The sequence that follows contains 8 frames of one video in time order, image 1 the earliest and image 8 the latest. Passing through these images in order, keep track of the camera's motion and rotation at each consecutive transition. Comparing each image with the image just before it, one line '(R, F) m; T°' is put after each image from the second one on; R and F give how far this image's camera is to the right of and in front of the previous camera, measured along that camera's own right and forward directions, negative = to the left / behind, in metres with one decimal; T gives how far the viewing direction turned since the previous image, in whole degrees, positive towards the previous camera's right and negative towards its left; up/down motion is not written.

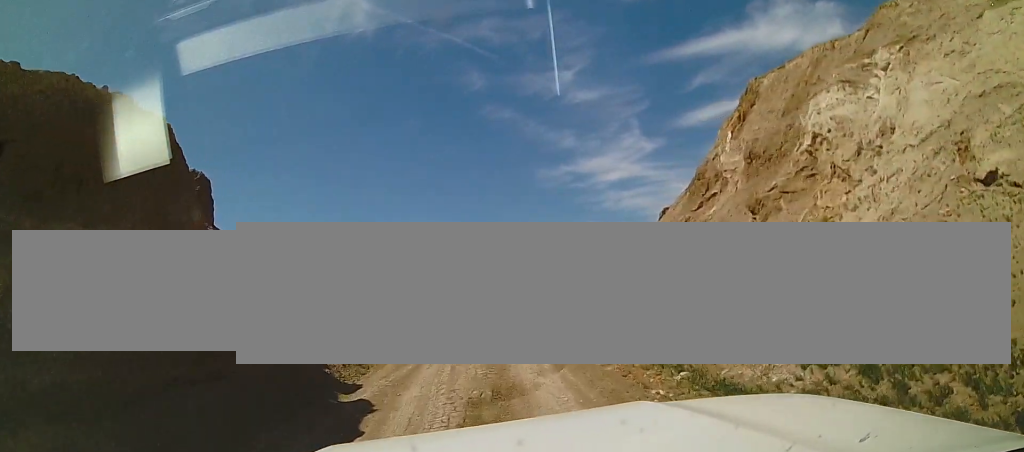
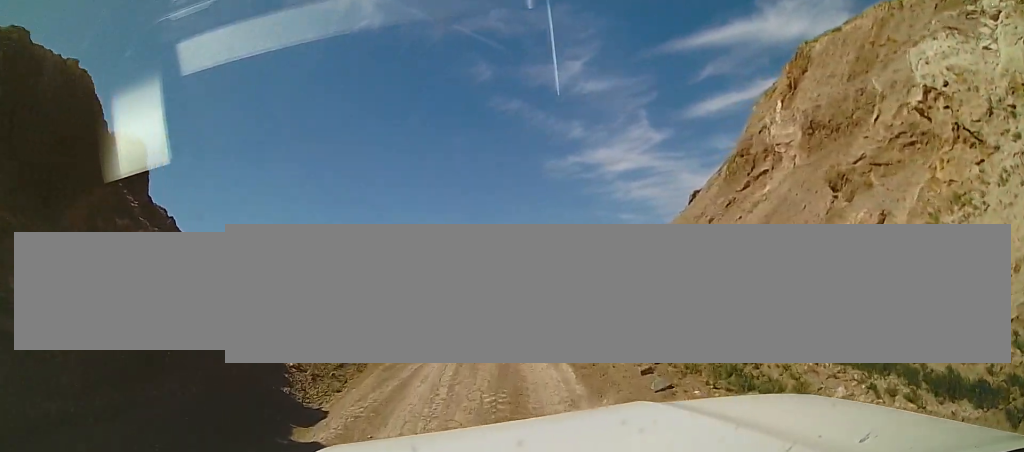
(-0.1, +2.6) m; 0°
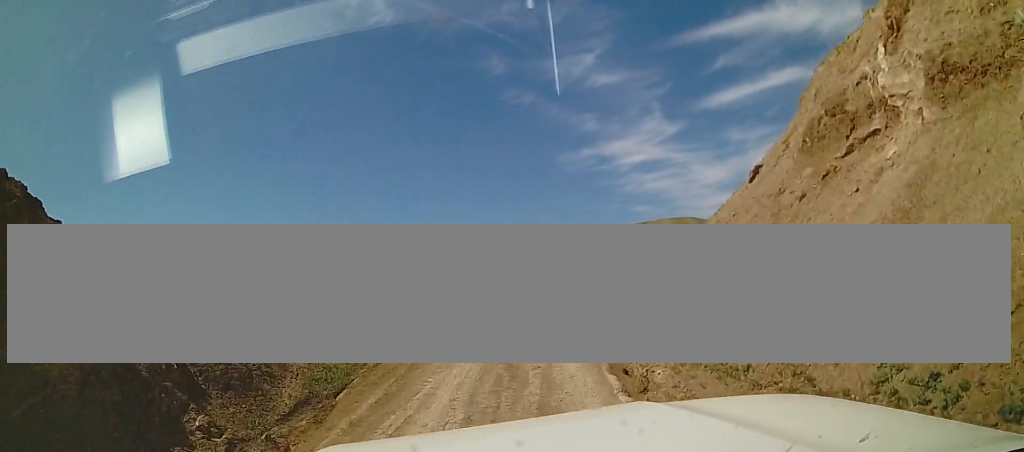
(+0.2, +4.3) m; -3°
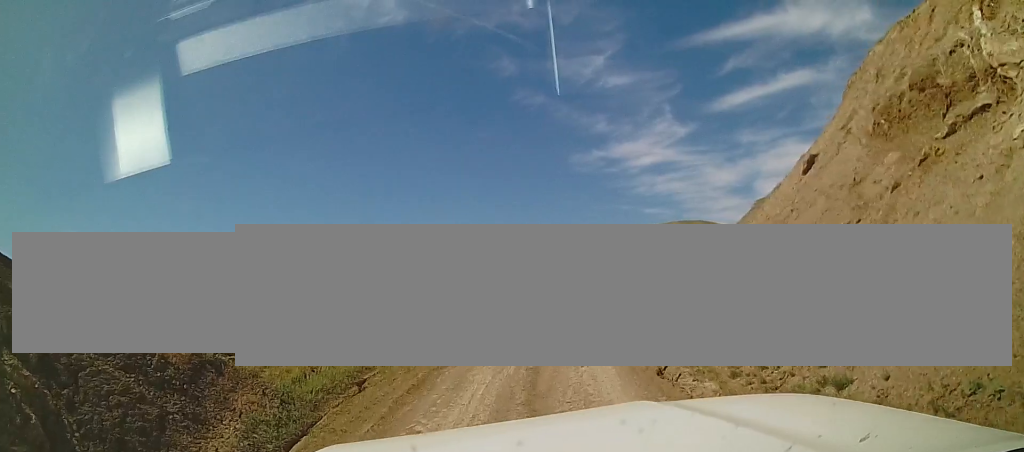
(-0.4, +3.0) m; -4°
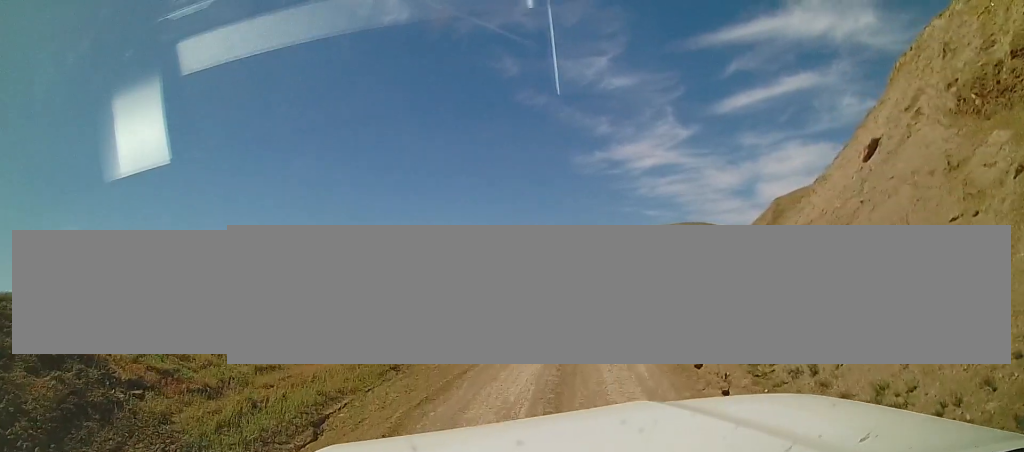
(0.0, +3.1) m; 0°
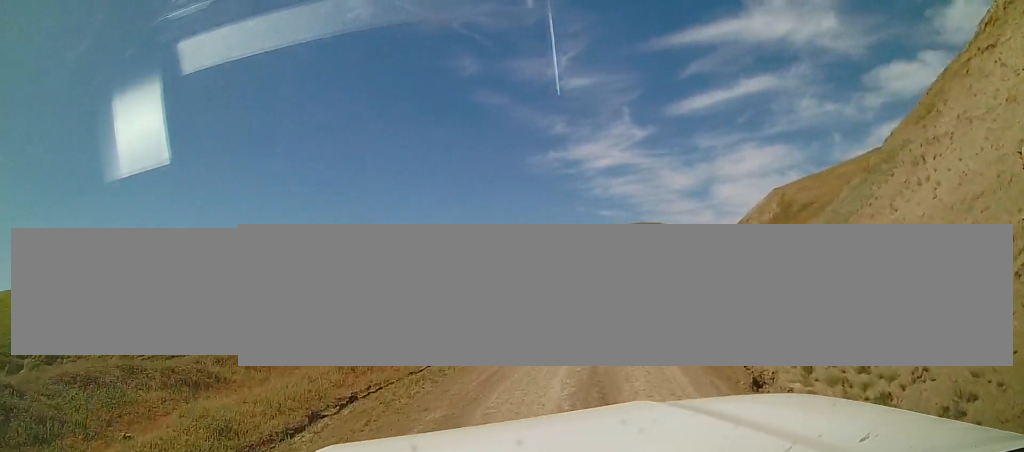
(+0.5, +6.5) m; +14°
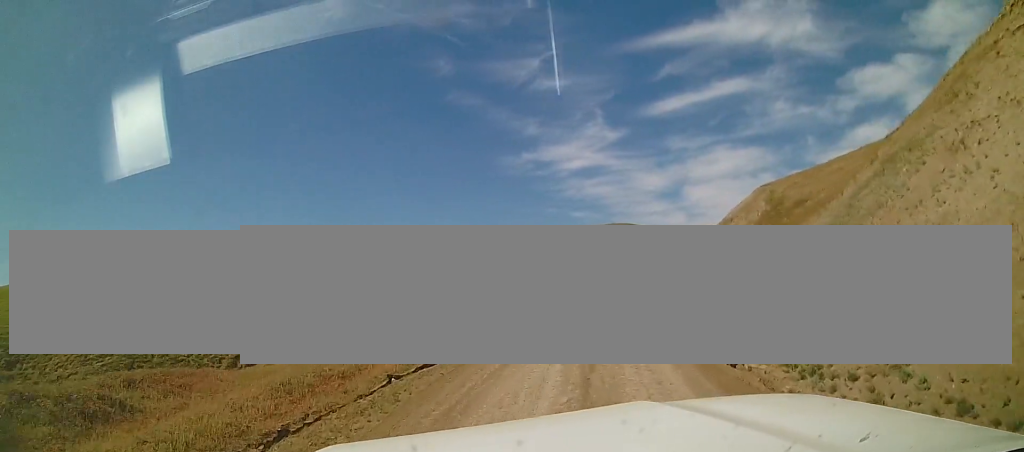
(0.0, +1.8) m; +6°
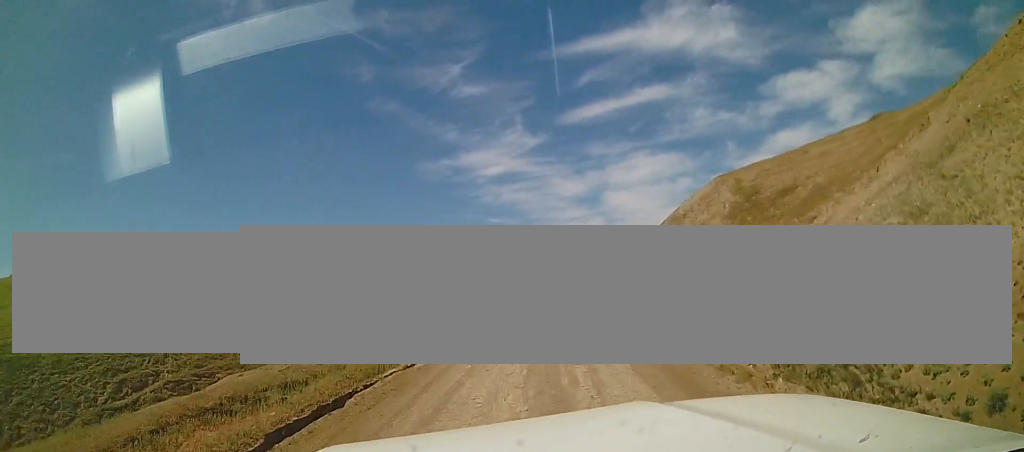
(+0.6, +5.4) m; +7°
